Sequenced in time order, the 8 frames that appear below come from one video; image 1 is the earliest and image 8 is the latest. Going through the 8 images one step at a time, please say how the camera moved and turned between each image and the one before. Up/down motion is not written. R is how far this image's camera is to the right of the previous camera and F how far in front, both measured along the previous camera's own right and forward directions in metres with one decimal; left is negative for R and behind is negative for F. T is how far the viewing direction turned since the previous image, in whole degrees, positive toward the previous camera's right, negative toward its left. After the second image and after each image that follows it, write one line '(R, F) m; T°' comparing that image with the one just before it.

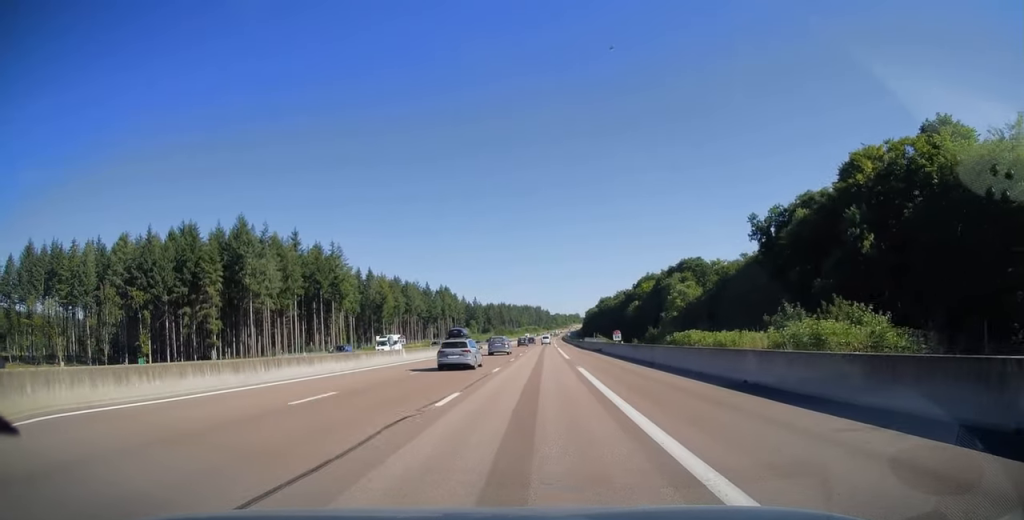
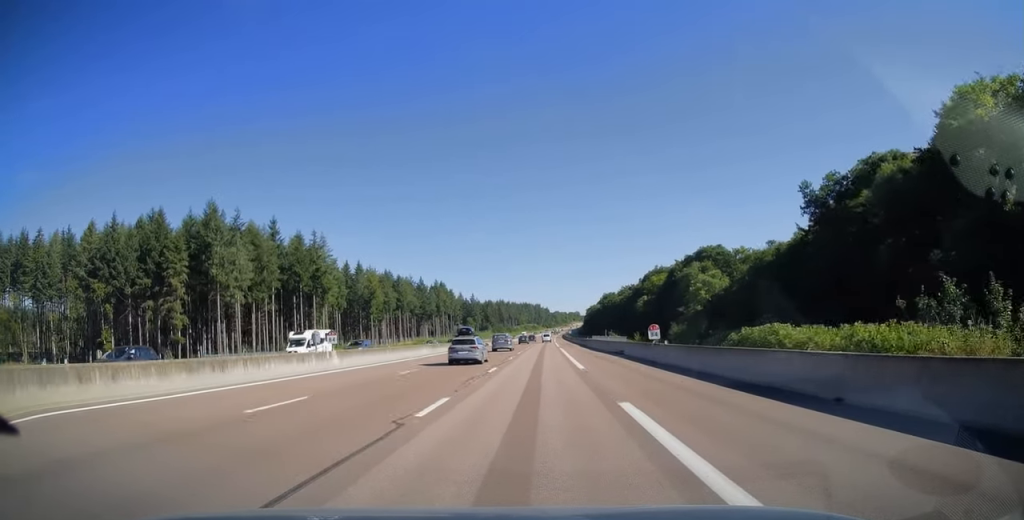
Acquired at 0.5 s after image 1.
(0.0, +15.2) m; 0°
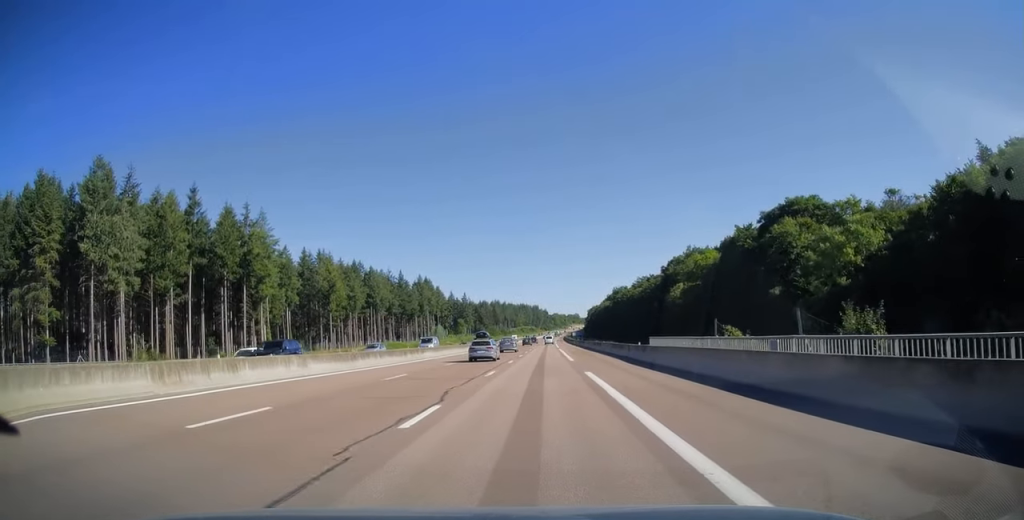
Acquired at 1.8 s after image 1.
(+0.1, +40.9) m; 0°
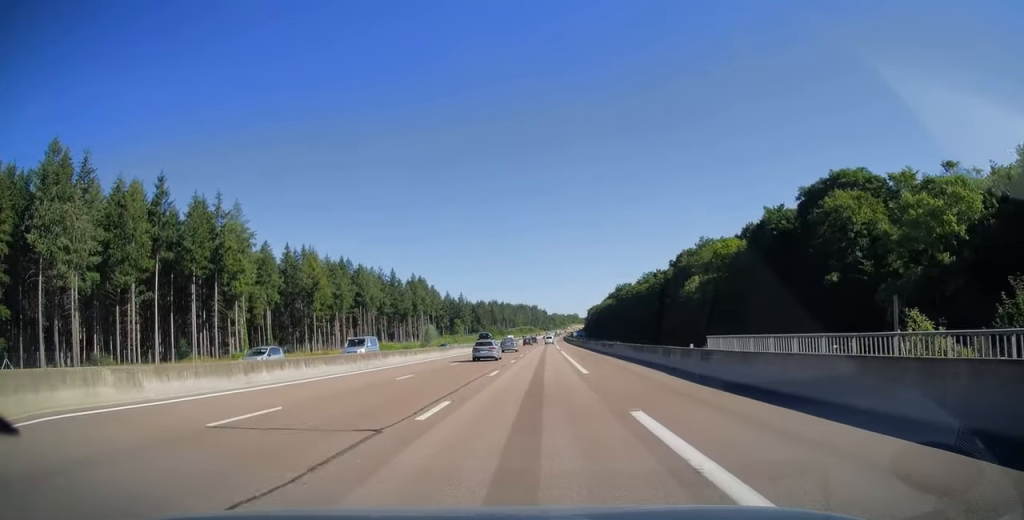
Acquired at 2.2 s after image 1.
(0.0, +12.1) m; 0°
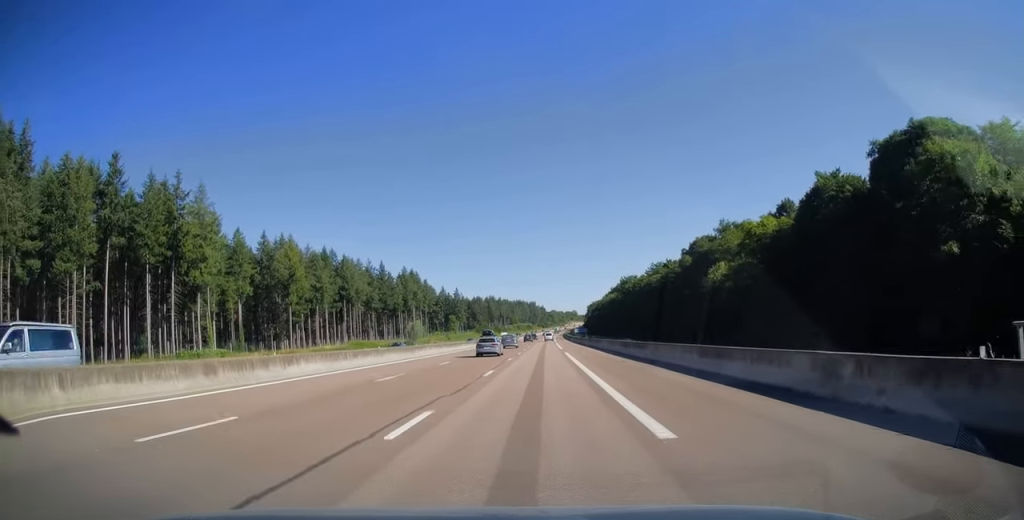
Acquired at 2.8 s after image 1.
(0.0, +15.1) m; 0°
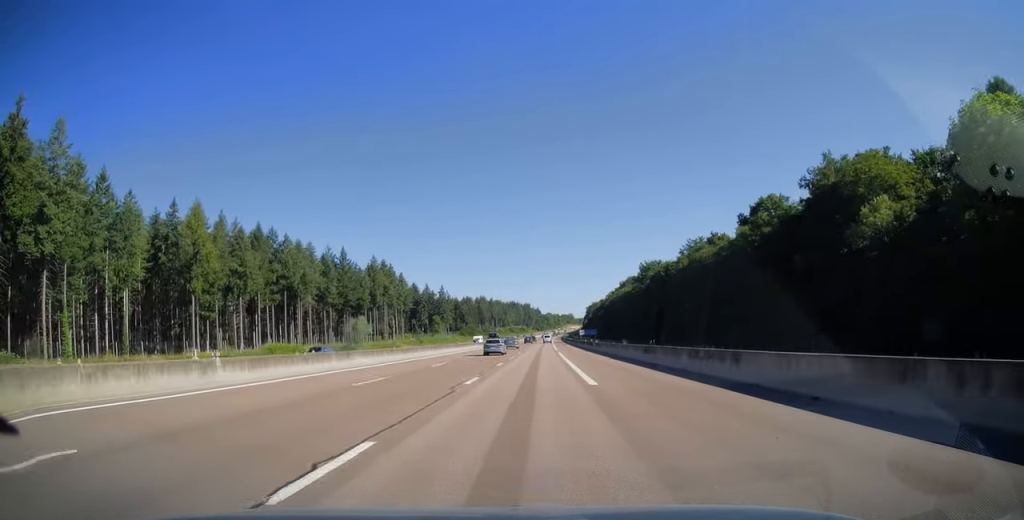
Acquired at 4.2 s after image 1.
(0.0, +42.9) m; 0°
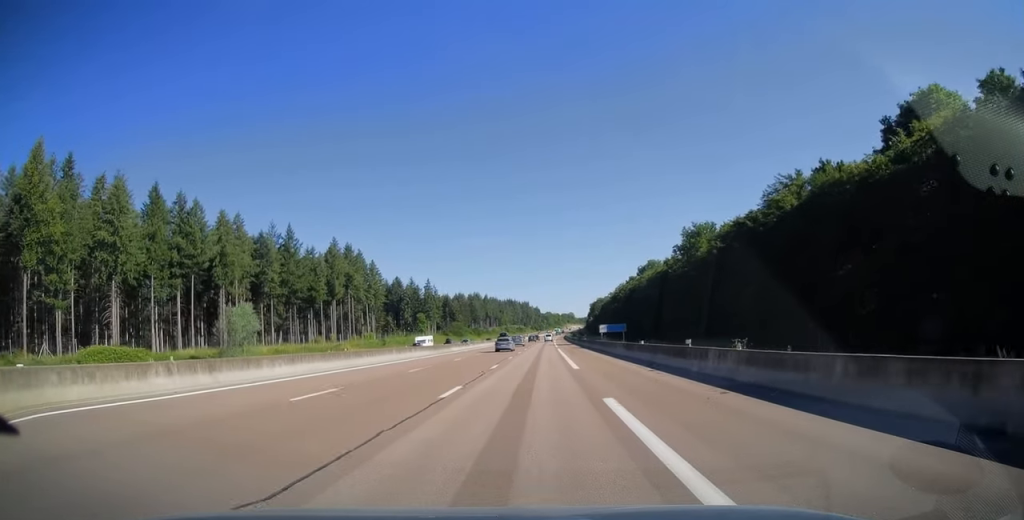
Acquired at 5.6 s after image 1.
(+0.2, +43.2) m; 0°
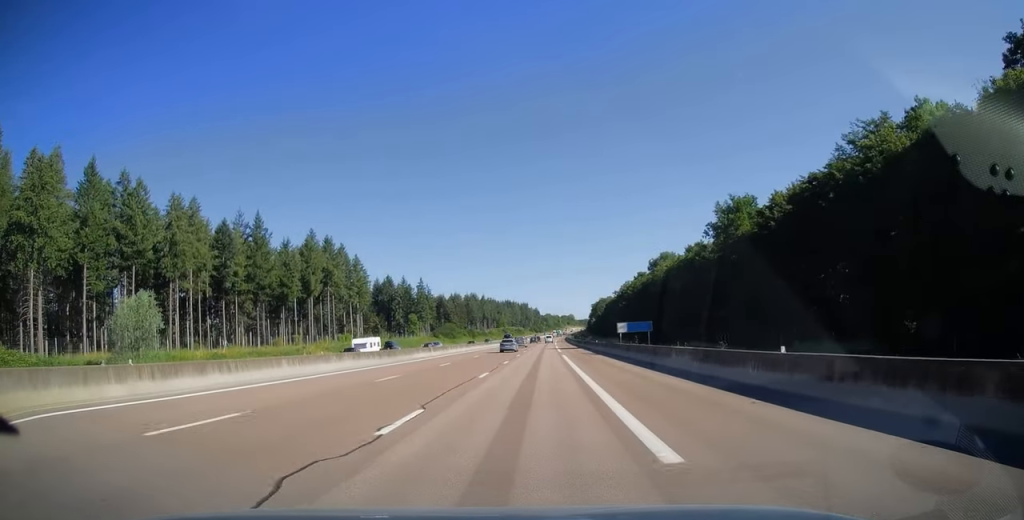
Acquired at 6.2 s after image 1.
(-0.1, +18.6) m; 0°
